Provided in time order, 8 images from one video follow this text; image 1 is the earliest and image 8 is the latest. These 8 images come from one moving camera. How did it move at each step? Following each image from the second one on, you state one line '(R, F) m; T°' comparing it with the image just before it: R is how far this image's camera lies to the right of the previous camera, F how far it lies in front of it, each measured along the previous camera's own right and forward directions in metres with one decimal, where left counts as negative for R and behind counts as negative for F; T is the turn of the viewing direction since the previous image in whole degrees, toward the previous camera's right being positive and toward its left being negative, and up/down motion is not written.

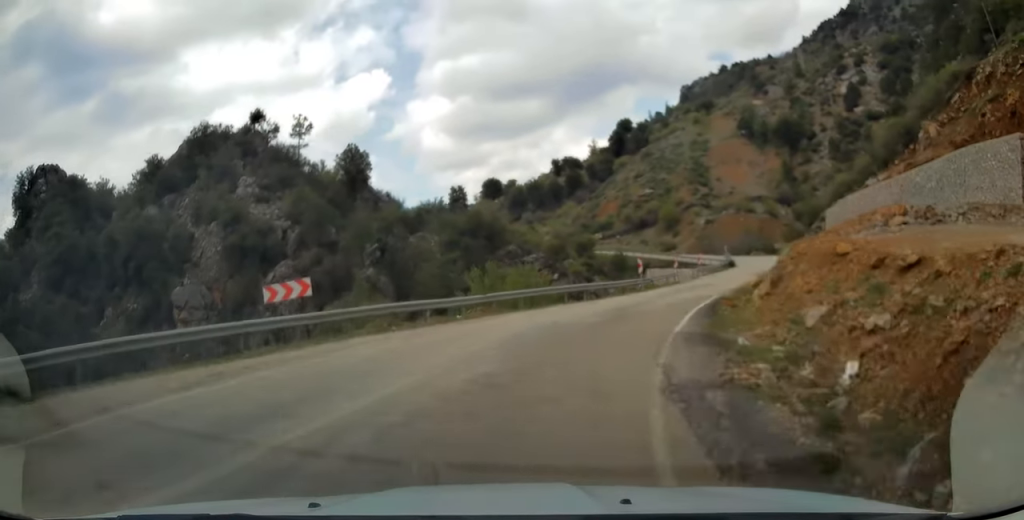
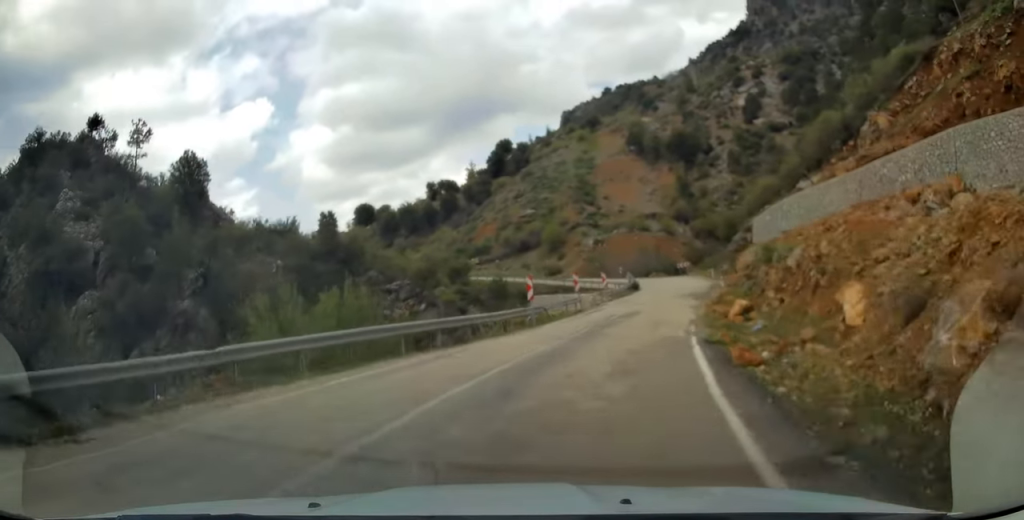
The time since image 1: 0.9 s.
(+1.5, +12.8) m; +13°
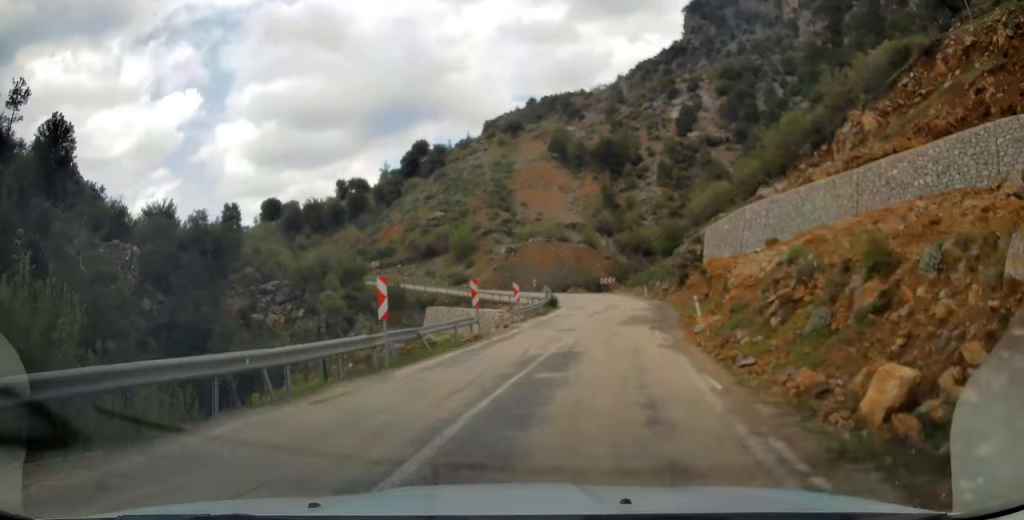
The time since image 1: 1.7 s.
(+1.0, +11.4) m; +9°
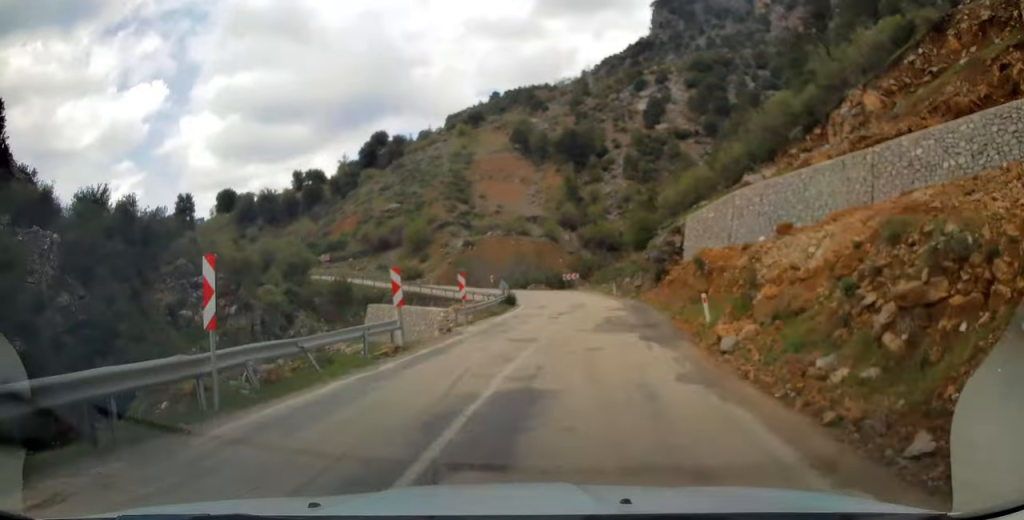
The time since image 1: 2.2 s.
(+0.4, +6.3) m; +3°
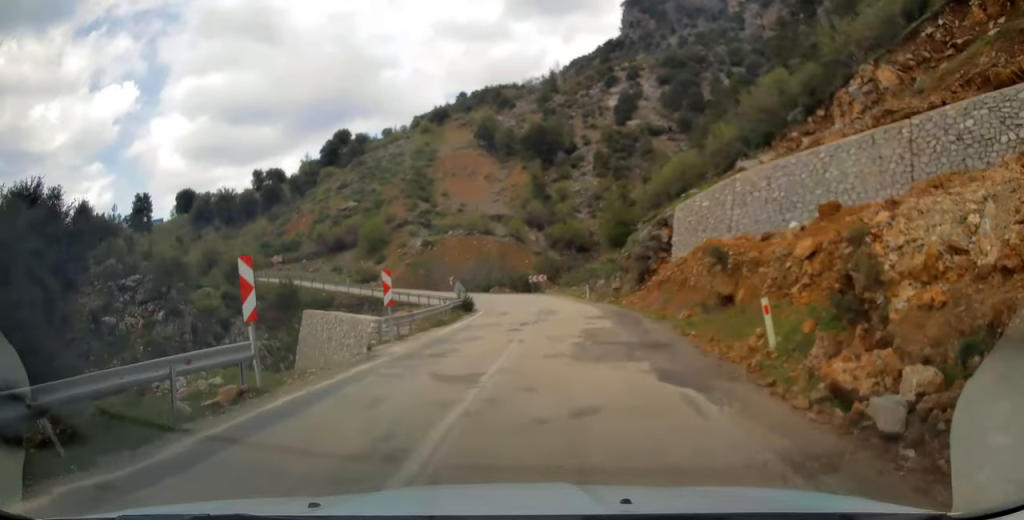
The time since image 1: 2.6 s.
(+0.1, +6.8) m; +3°
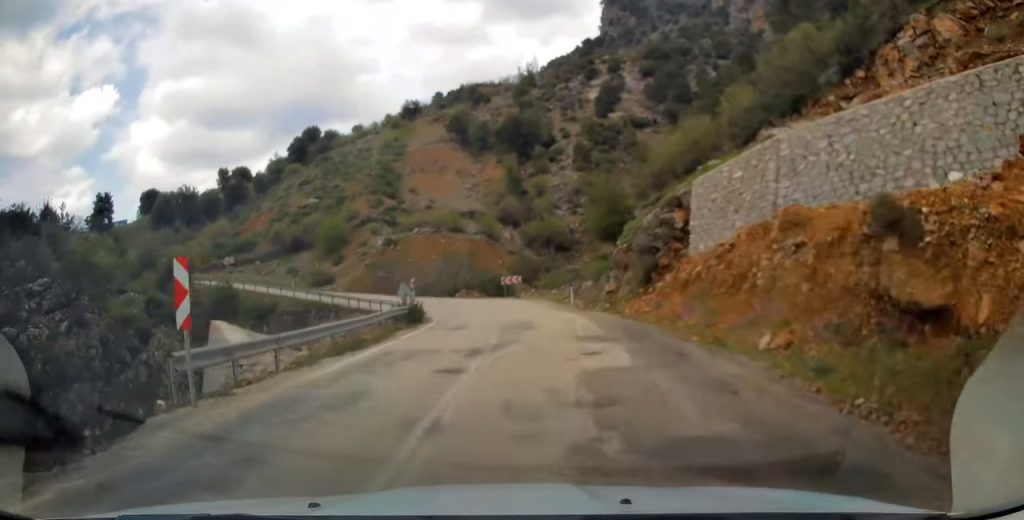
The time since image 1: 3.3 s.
(+0.4, +9.5) m; +2°
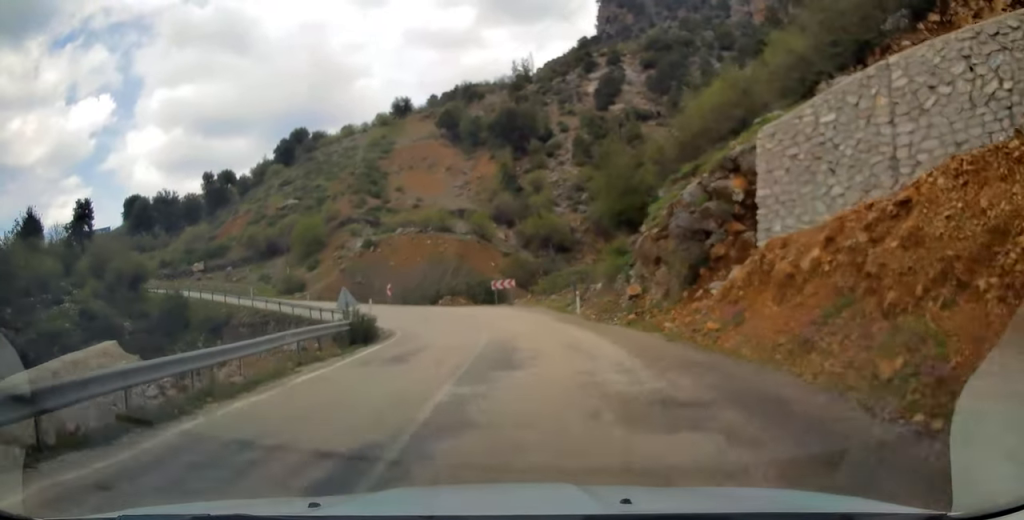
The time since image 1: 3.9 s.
(+0.2, +8.7) m; +1°
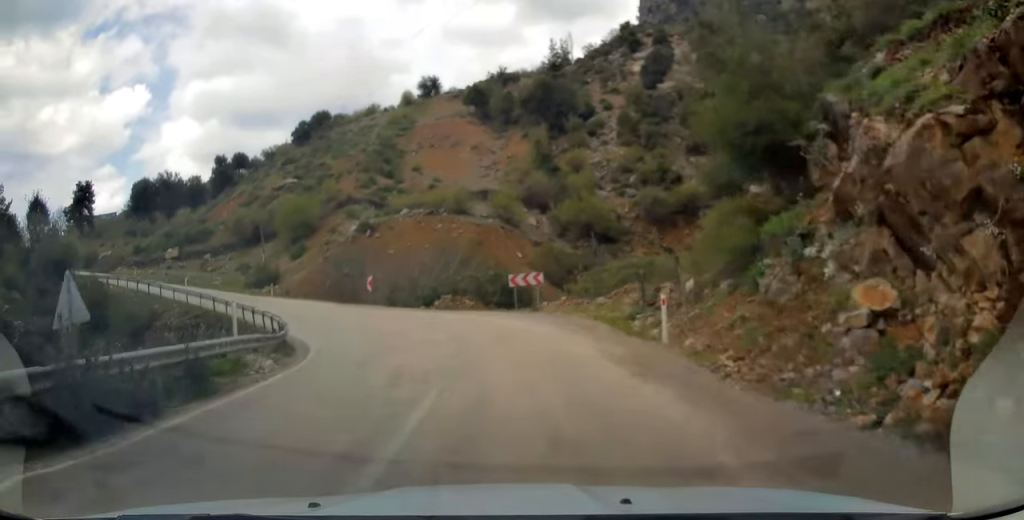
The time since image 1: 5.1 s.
(-0.2, +14.6) m; -5°
